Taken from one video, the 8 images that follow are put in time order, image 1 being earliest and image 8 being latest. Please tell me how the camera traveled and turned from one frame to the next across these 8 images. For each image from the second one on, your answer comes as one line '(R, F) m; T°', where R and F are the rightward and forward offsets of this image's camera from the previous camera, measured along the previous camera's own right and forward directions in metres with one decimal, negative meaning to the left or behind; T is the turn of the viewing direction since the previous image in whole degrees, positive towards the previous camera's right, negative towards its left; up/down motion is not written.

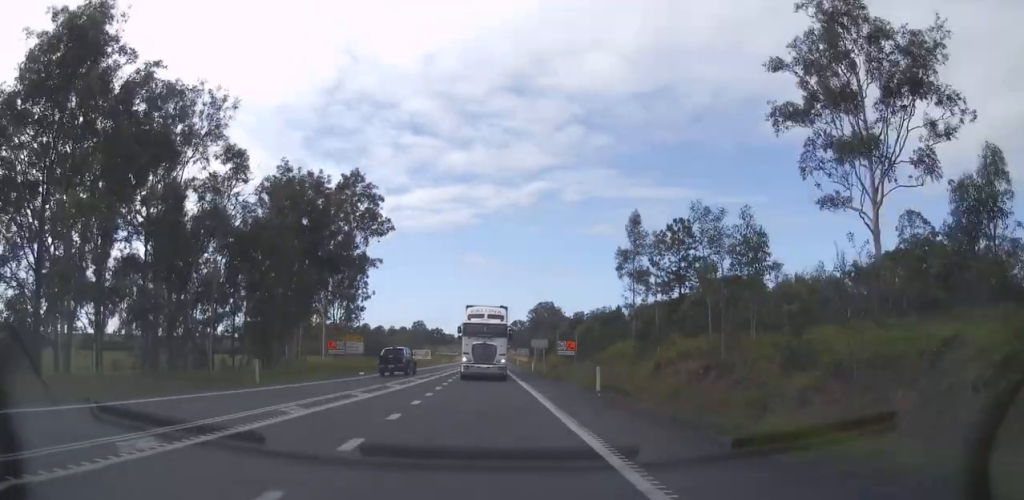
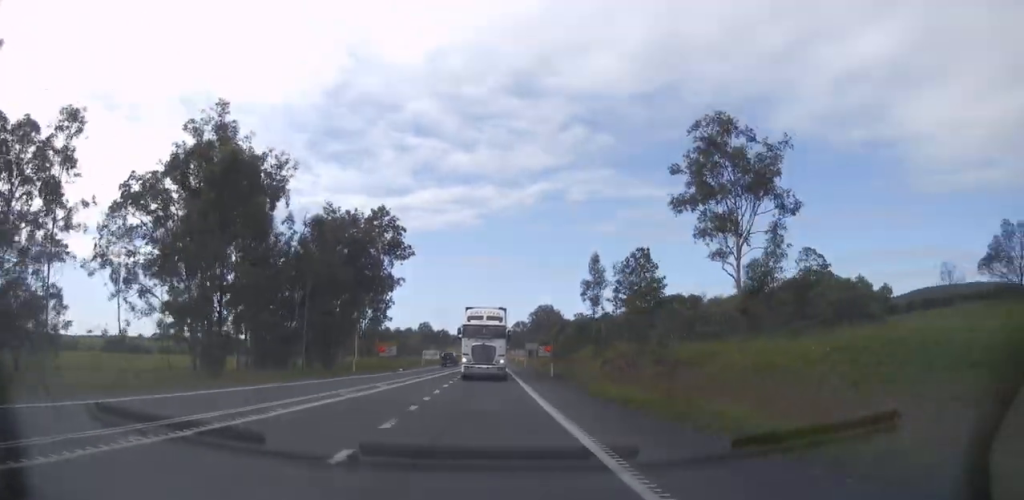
(-0.4, +19.3) m; -3°
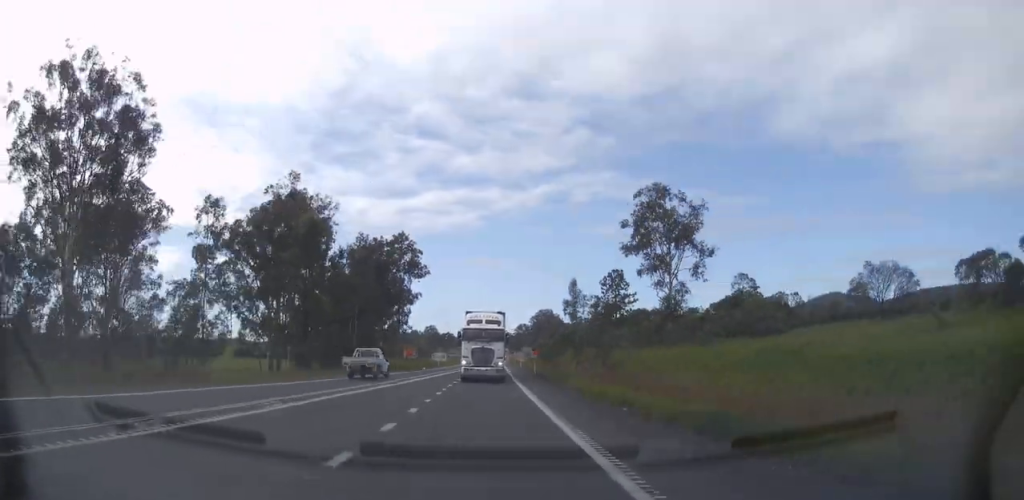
(-0.6, +20.0) m; 0°
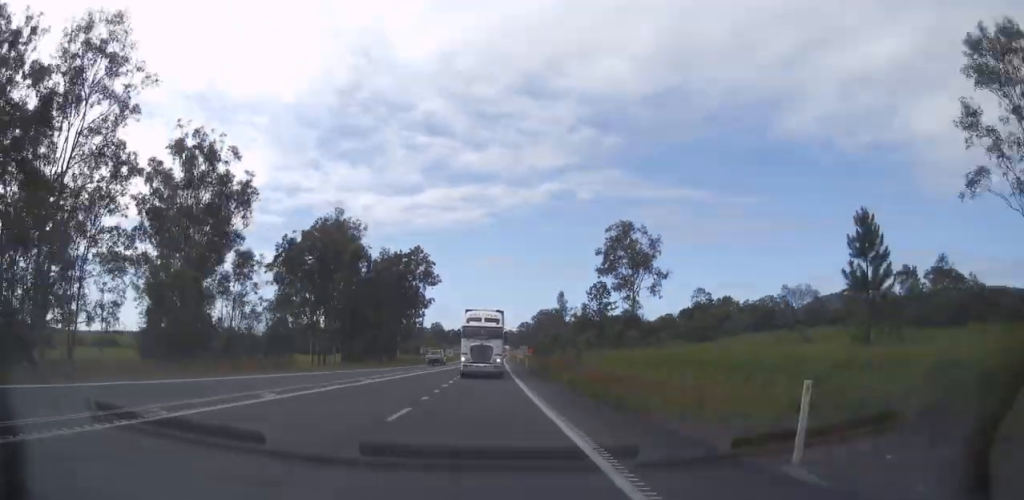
(+0.4, +20.3) m; +1°
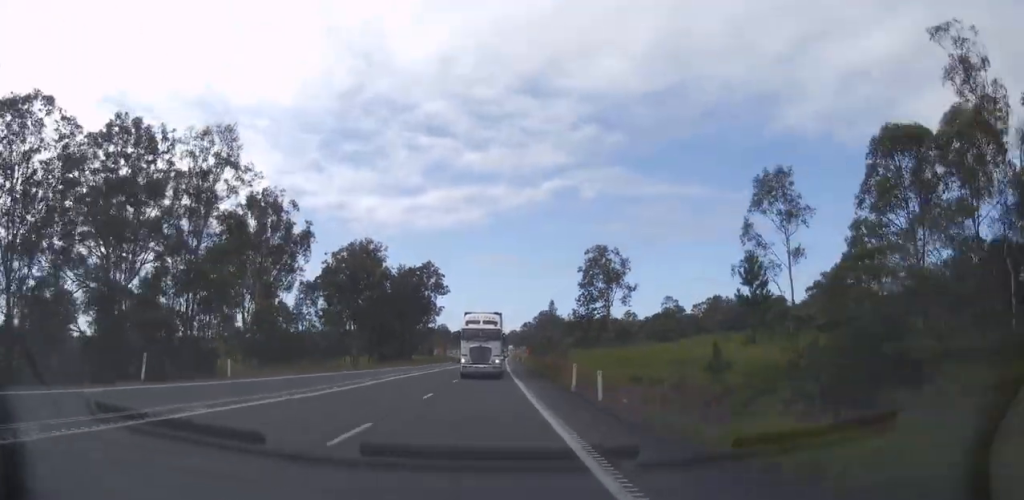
(+0.2, +20.5) m; +1°
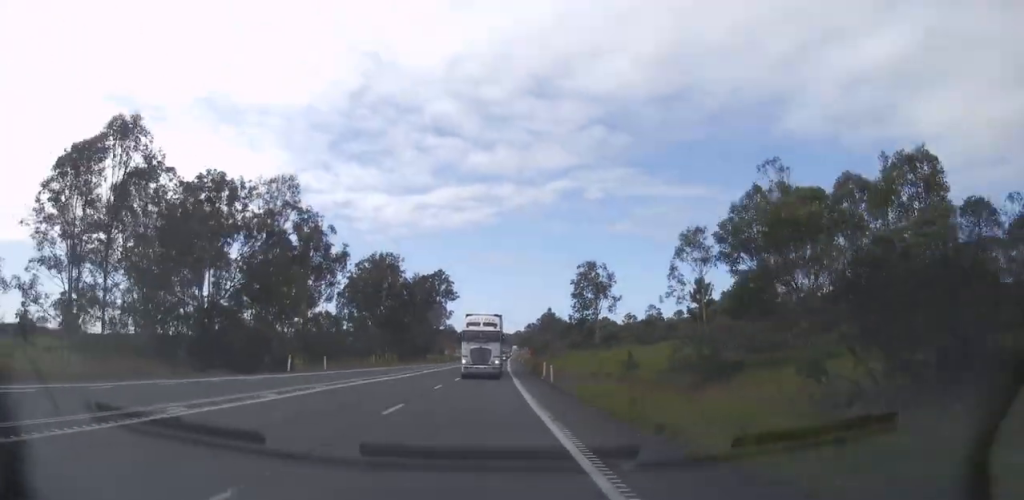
(0.0, +17.3) m; 0°
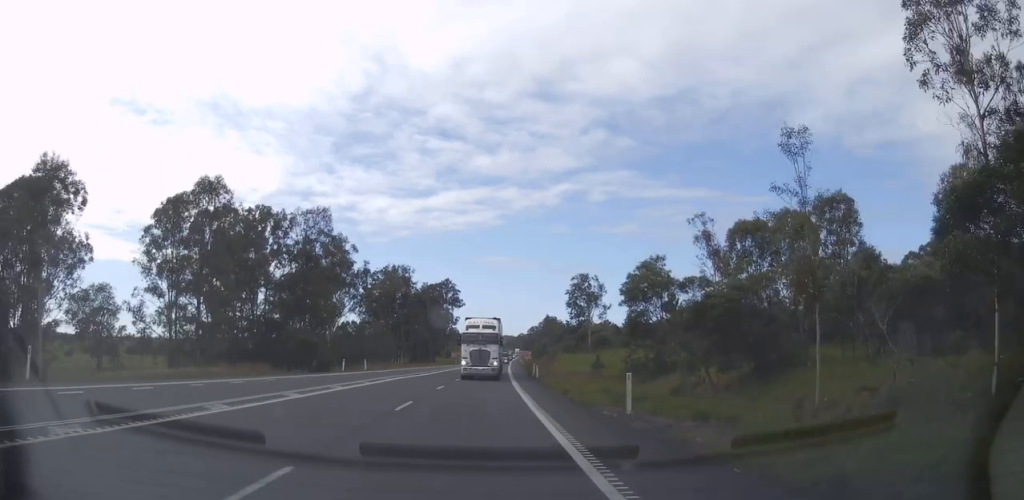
(0.0, +13.9) m; -1°
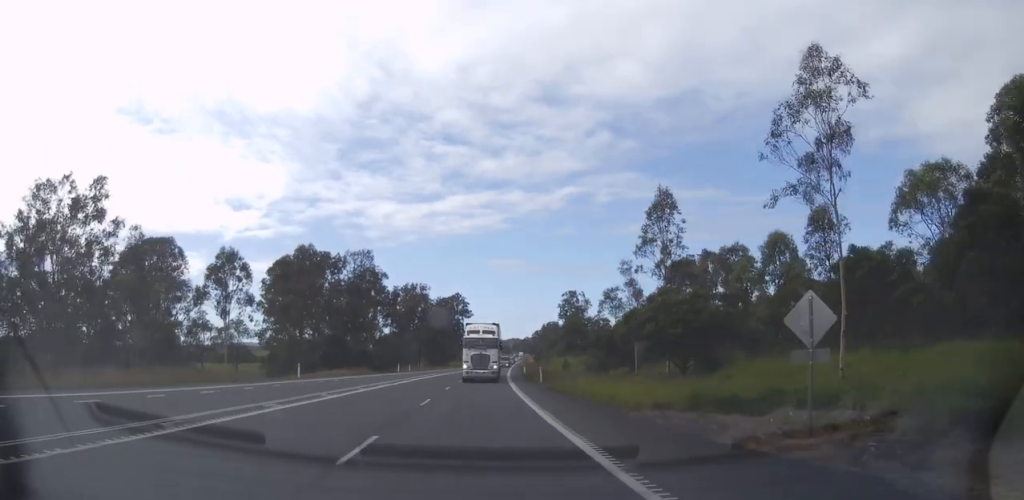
(-0.7, +28.8) m; -1°
